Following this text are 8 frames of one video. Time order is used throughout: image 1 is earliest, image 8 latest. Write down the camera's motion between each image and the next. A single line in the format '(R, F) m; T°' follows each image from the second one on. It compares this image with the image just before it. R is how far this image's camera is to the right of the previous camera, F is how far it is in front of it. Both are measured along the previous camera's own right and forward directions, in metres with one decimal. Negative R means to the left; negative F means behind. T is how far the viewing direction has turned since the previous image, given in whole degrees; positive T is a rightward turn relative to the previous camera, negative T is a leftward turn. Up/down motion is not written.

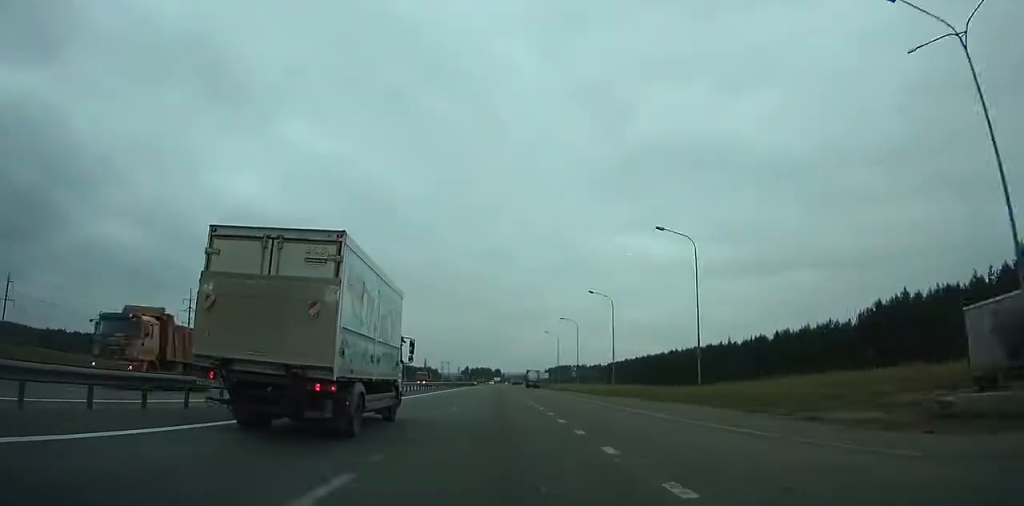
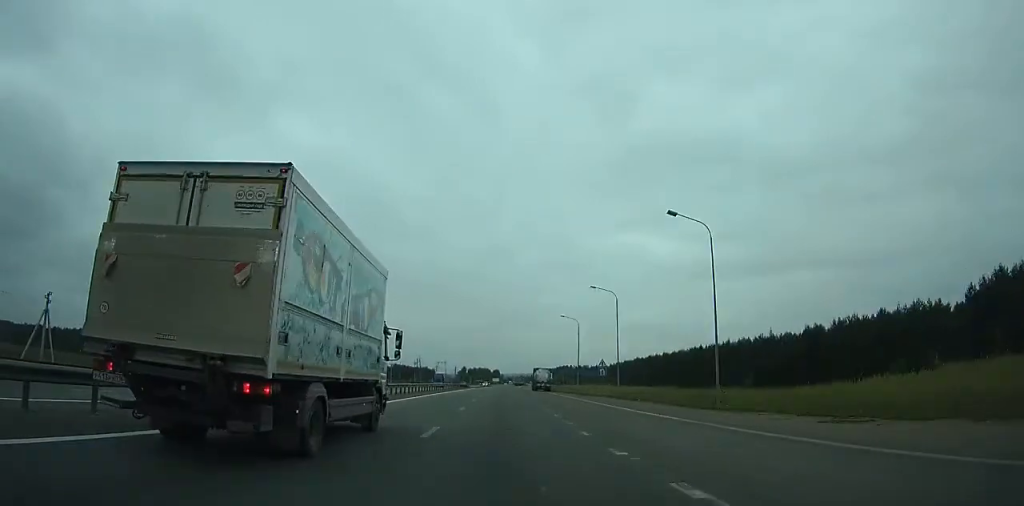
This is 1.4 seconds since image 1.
(+1.9, +25.1) m; +1°
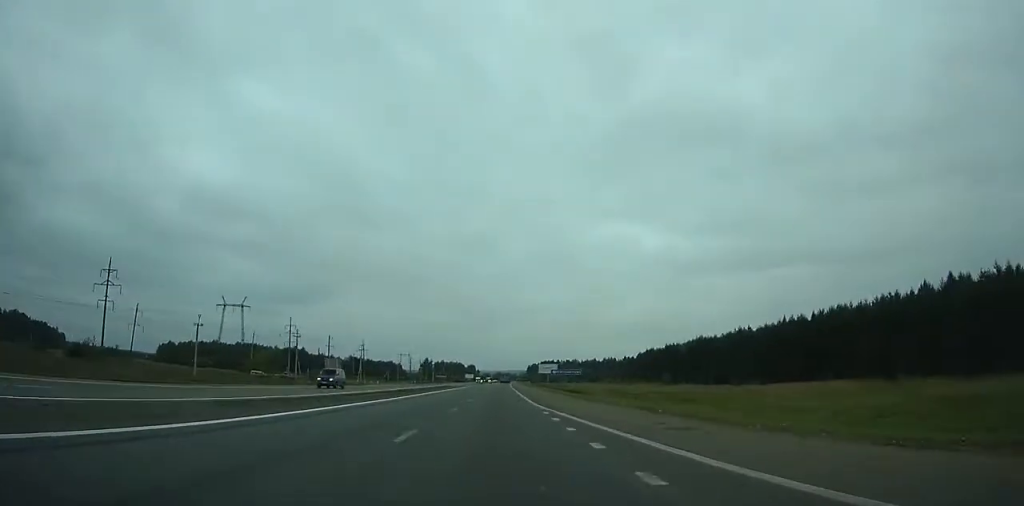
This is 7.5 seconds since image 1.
(-13.4, +121.1) m; -10°
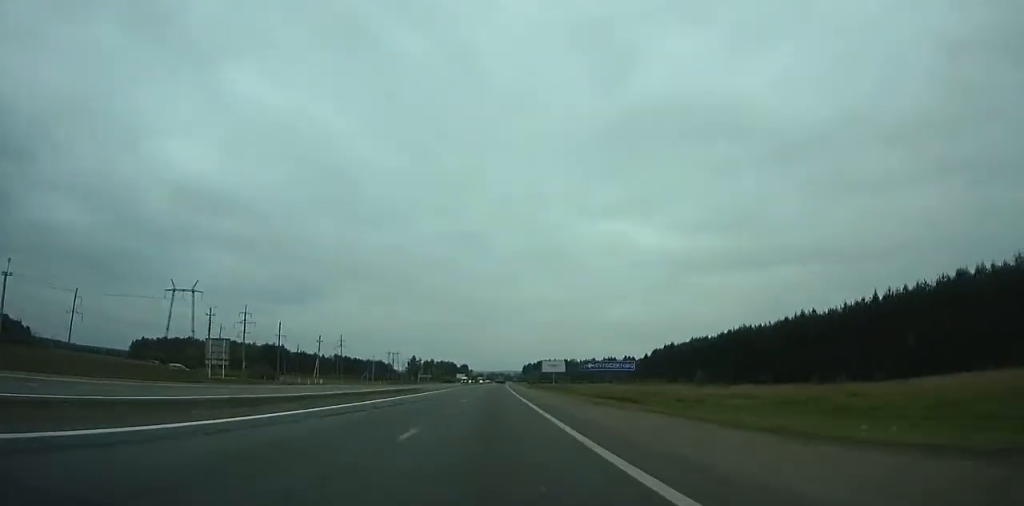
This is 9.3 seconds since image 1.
(+1.1, +39.0) m; +3°
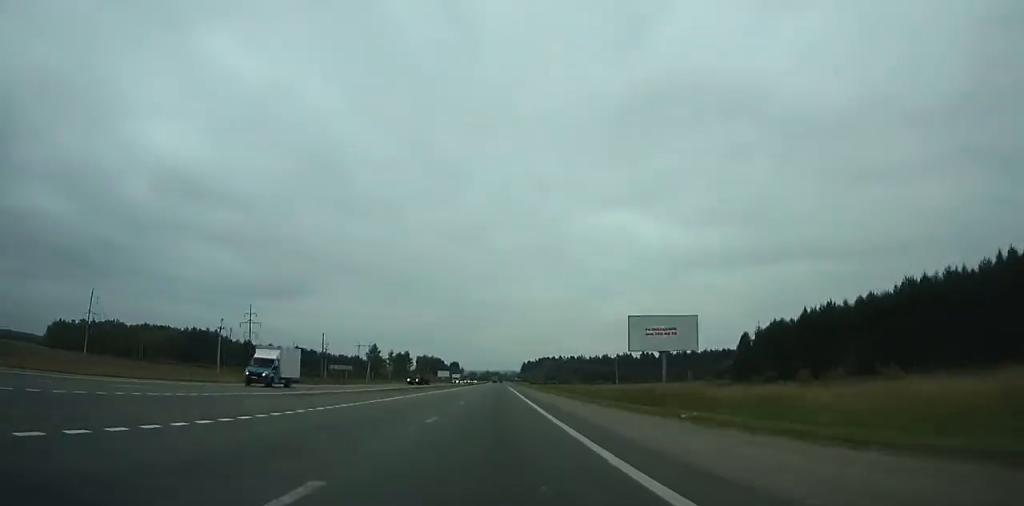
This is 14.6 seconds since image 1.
(+5.4, +109.3) m; +3°
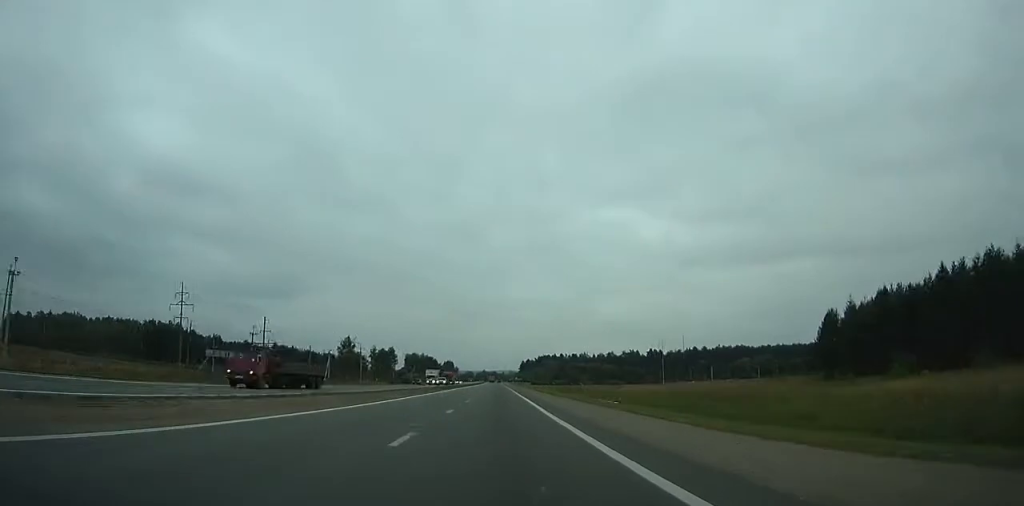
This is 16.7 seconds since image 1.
(+0.1, +42.0) m; 0°
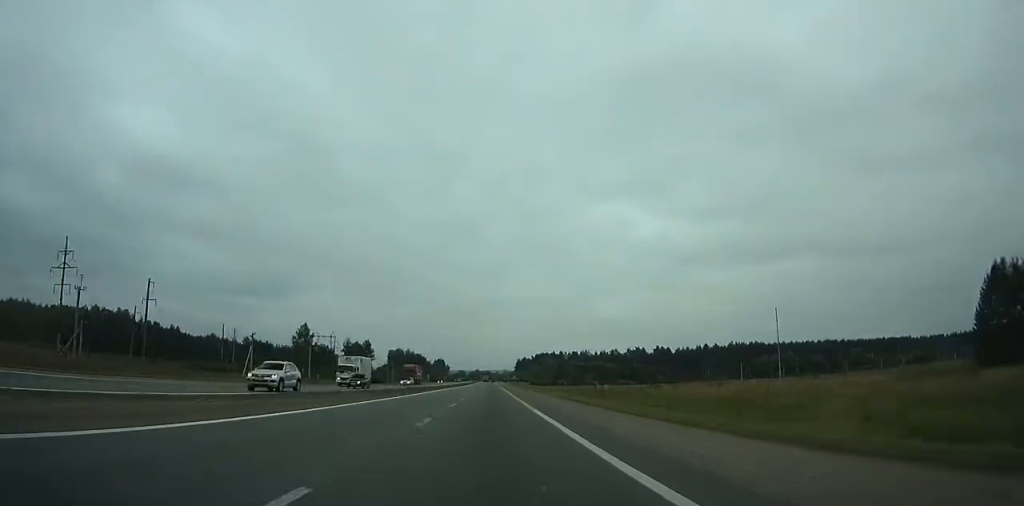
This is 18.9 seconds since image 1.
(+0.1, +43.6) m; 0°
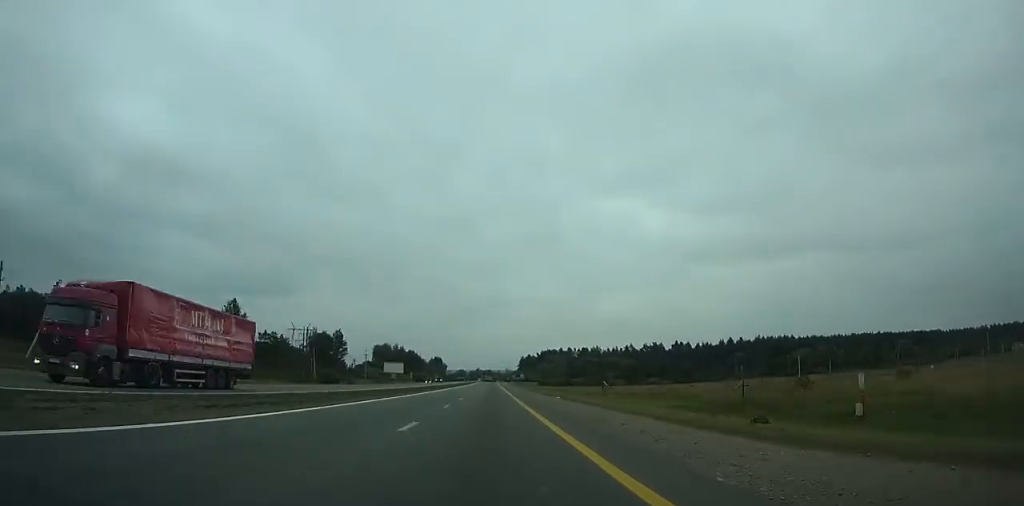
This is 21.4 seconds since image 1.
(+0.3, +49.4) m; 0°
